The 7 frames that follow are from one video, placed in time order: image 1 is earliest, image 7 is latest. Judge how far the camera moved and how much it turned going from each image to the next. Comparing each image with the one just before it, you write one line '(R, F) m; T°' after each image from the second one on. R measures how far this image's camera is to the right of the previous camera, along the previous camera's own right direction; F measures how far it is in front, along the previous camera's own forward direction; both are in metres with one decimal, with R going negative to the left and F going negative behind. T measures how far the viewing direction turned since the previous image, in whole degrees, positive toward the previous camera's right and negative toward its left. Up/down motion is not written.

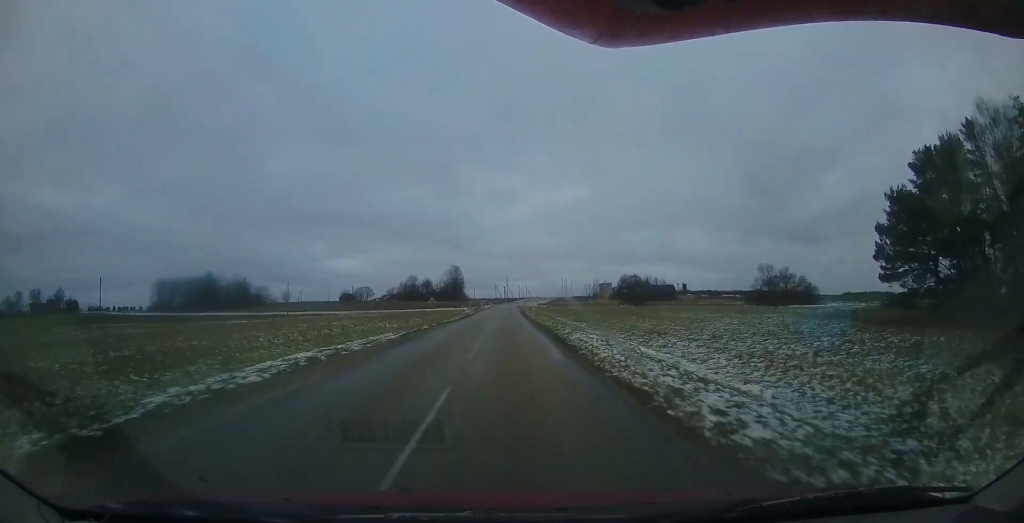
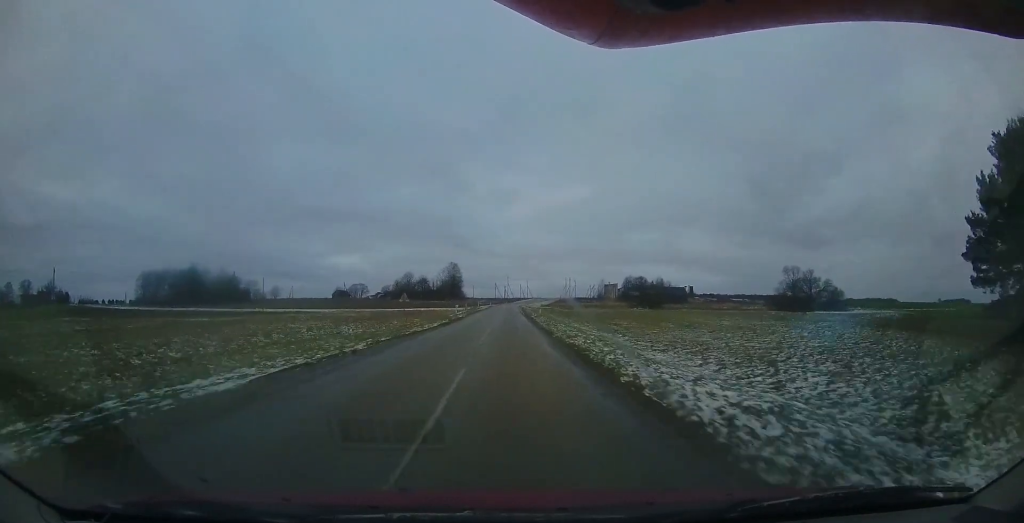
(-0.2, +10.4) m; -1°
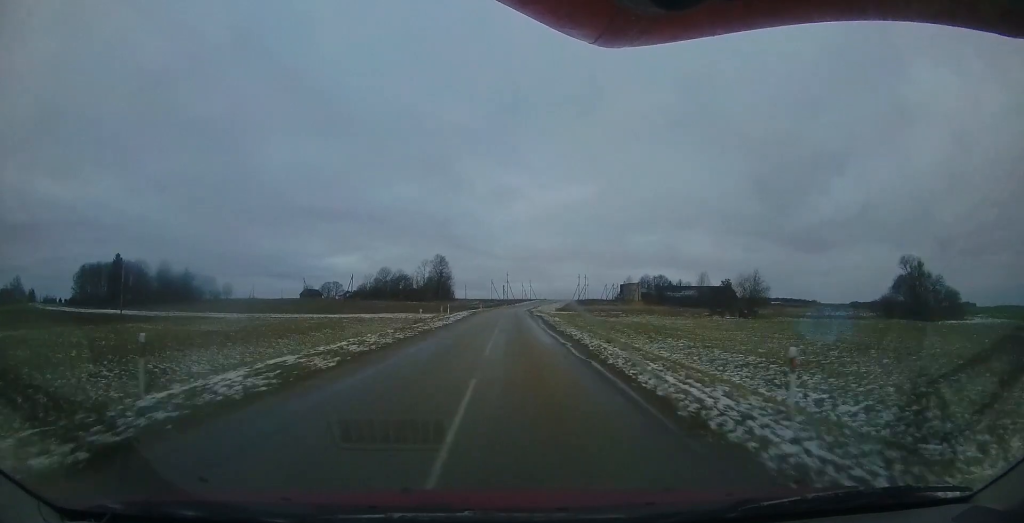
(-0.5, +36.9) m; -1°
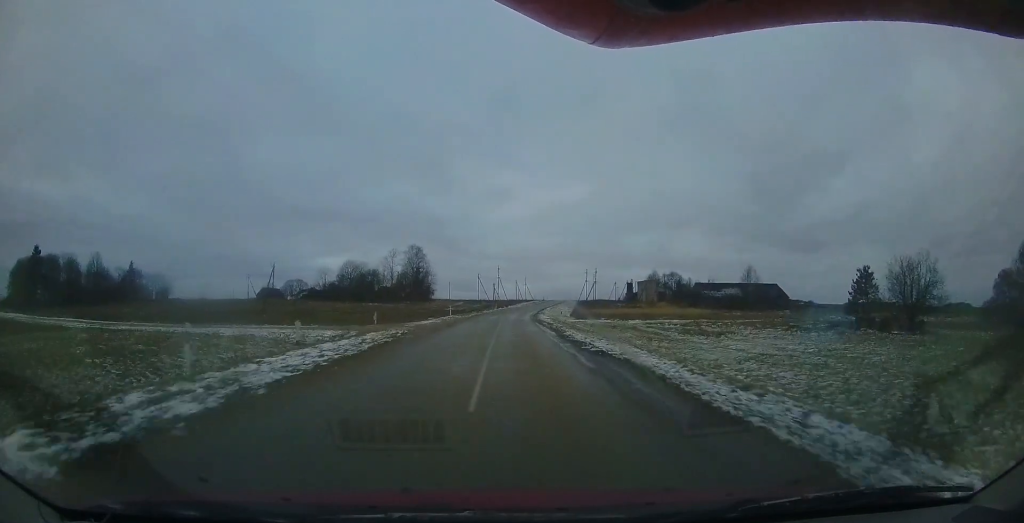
(0.0, +29.5) m; 0°
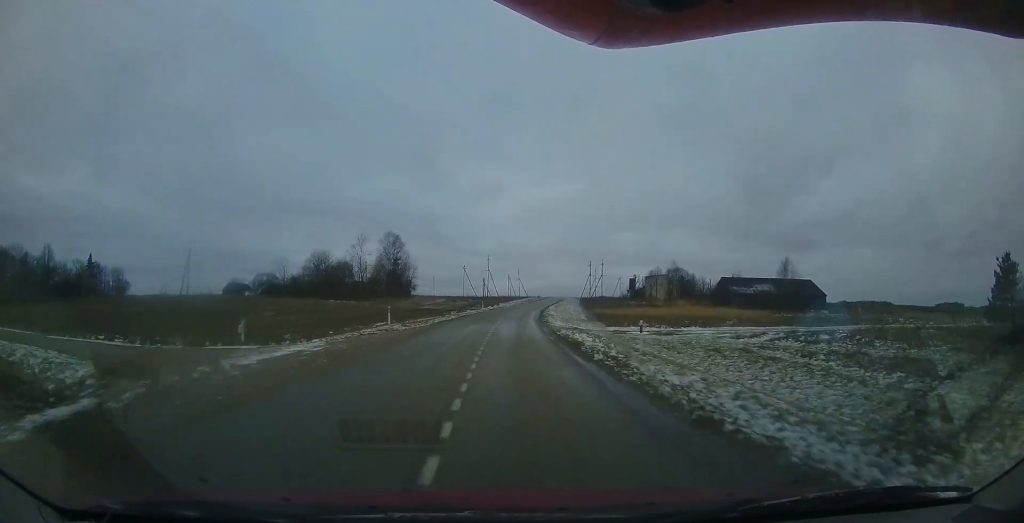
(-0.1, +17.6) m; 0°
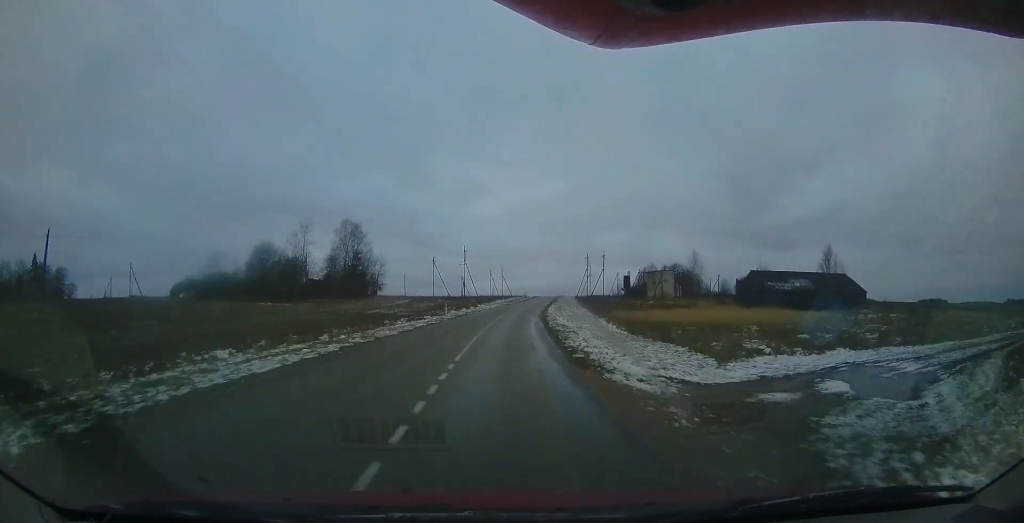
(+0.1, +18.4) m; +2°
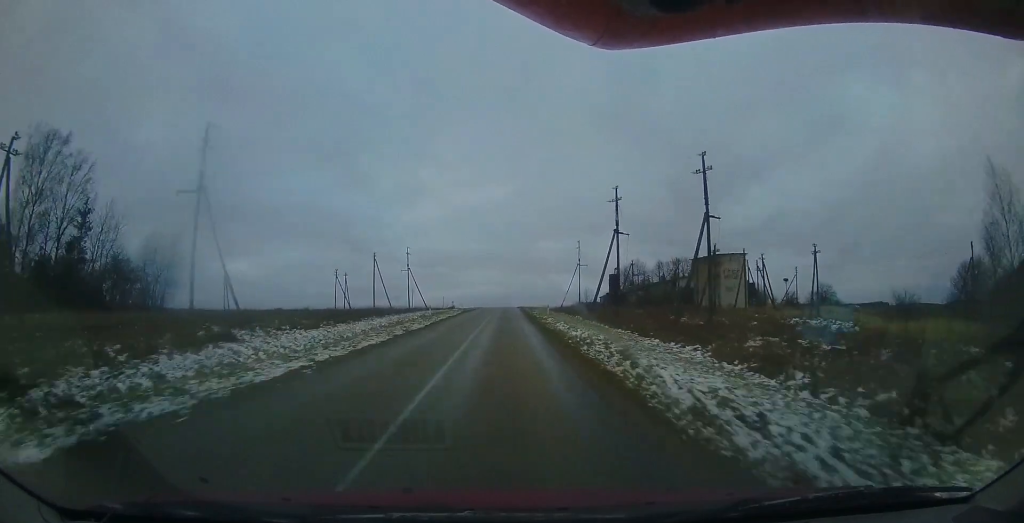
(+6.4, +62.2) m; +11°
